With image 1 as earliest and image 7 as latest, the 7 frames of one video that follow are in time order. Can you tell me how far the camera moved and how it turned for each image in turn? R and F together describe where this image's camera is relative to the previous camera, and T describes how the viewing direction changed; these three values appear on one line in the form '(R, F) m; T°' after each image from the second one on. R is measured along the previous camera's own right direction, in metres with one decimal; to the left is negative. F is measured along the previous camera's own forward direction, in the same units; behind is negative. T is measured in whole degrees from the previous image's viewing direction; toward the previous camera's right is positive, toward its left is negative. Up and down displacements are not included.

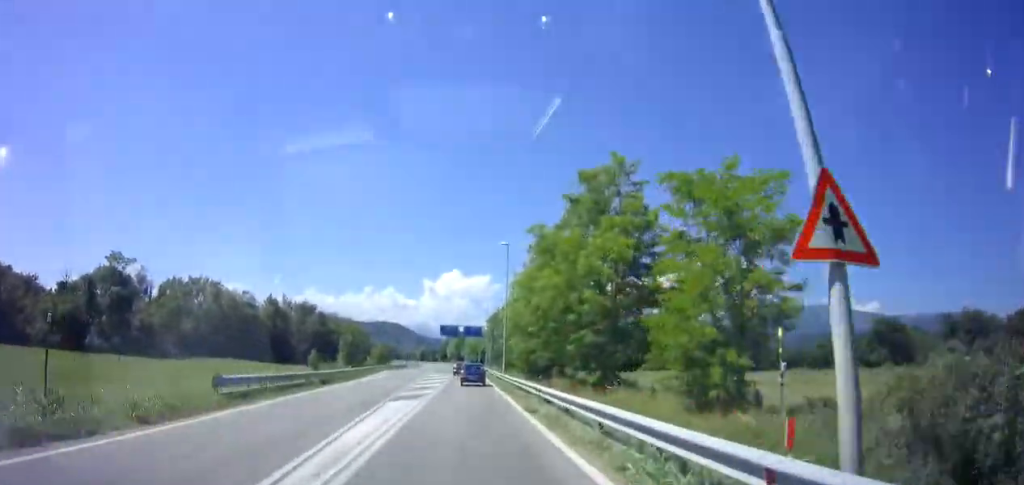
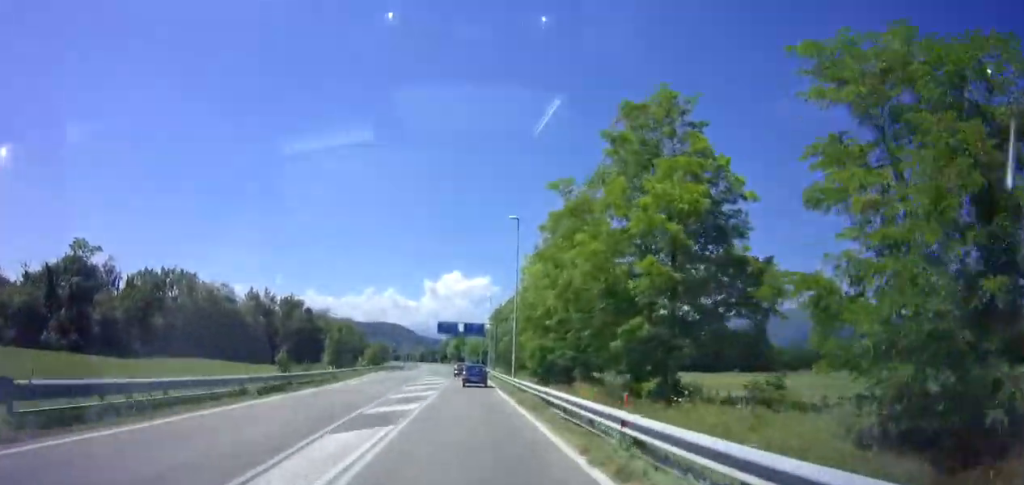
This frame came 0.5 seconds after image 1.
(0.0, +8.0) m; 0°
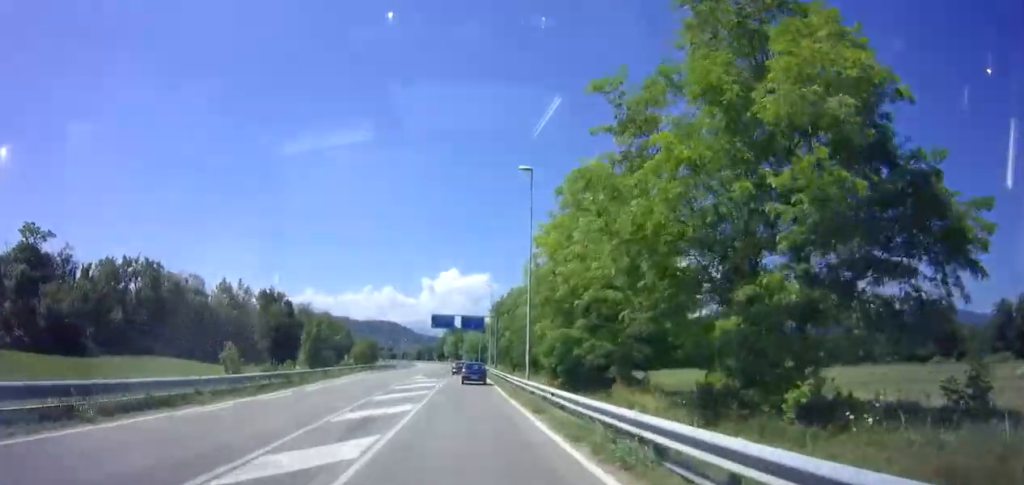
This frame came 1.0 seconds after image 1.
(0.0, +8.6) m; 0°
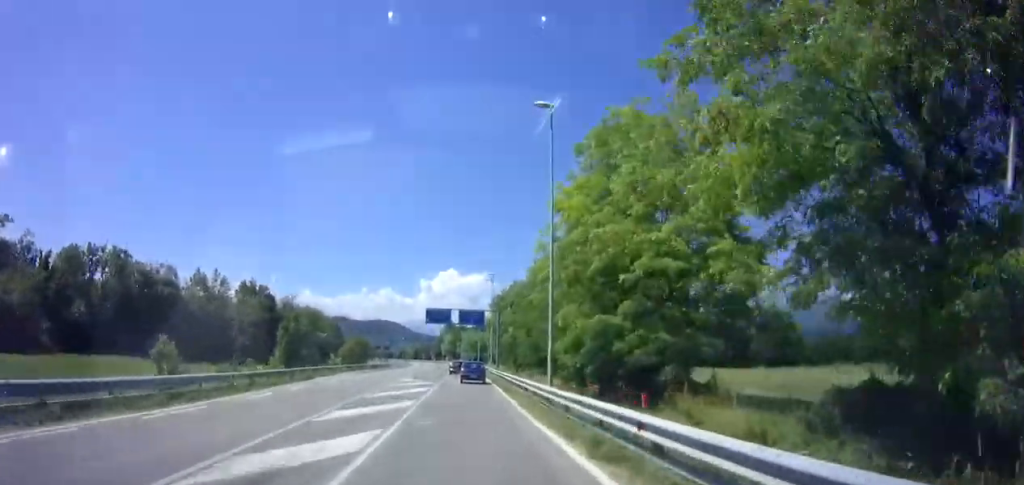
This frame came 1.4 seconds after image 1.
(0.0, +6.9) m; 0°
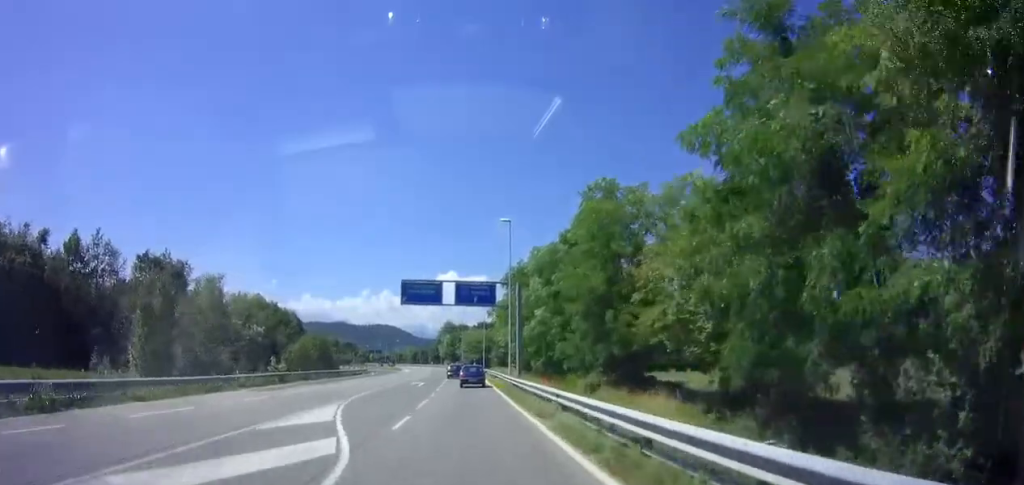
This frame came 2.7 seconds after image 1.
(+0.1, +23.3) m; +1°
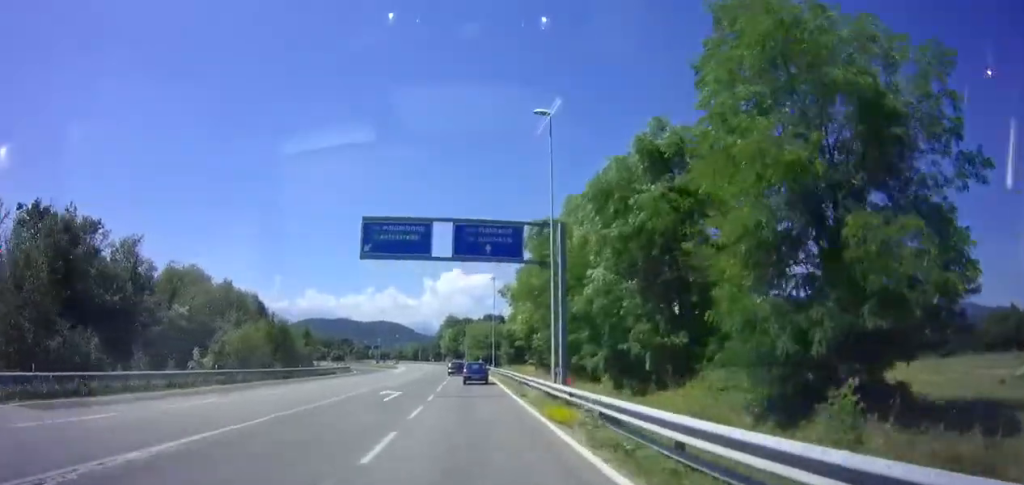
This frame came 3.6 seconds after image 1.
(+0.1, +16.3) m; -1°
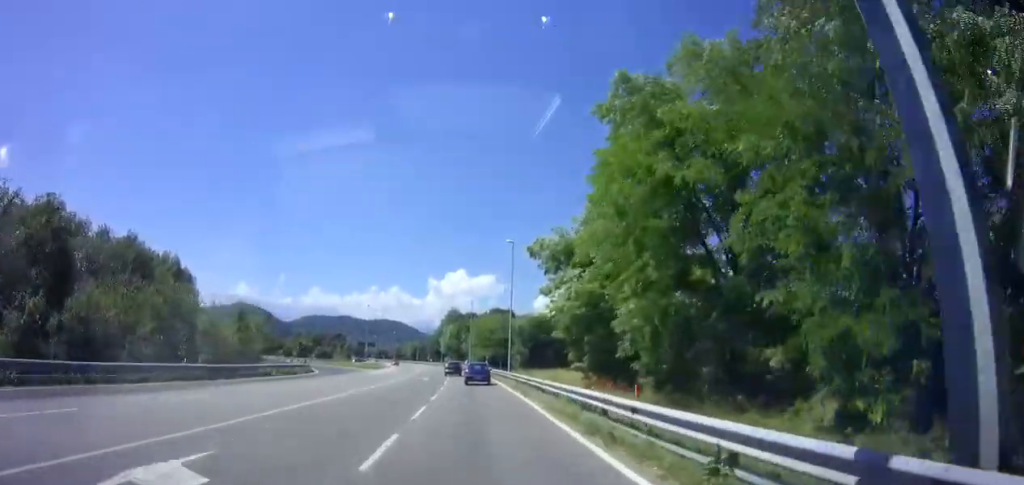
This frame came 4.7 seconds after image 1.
(-0.3, +18.8) m; -1°
